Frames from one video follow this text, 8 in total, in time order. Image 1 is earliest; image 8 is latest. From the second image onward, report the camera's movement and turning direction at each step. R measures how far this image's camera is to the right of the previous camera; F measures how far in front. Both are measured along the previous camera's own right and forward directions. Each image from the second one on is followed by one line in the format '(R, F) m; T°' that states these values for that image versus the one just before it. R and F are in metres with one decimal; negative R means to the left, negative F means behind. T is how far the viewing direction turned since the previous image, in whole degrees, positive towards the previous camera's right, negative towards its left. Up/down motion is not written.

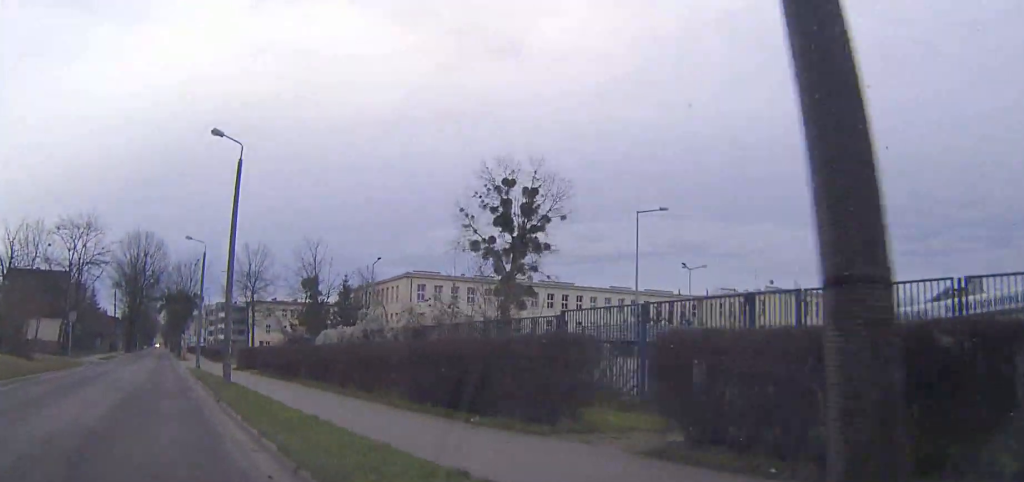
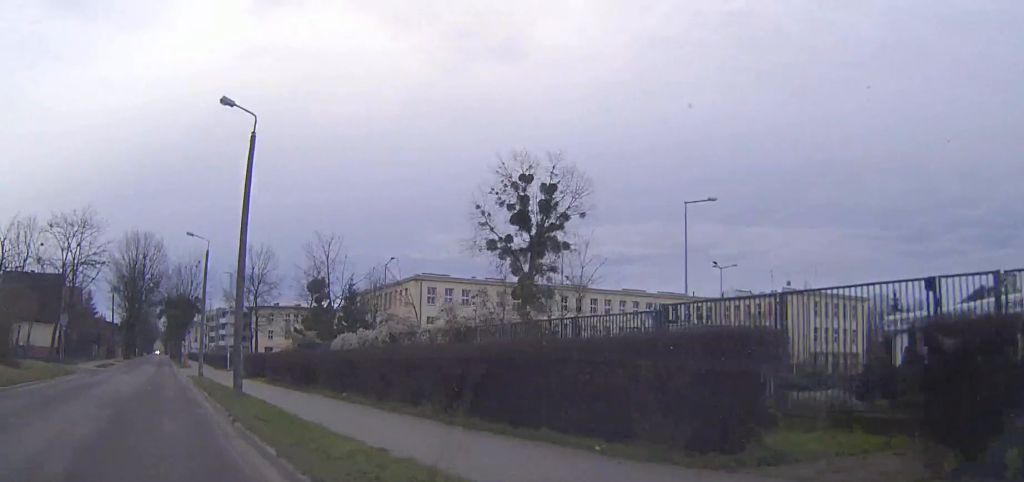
(0.0, +3.7) m; 0°
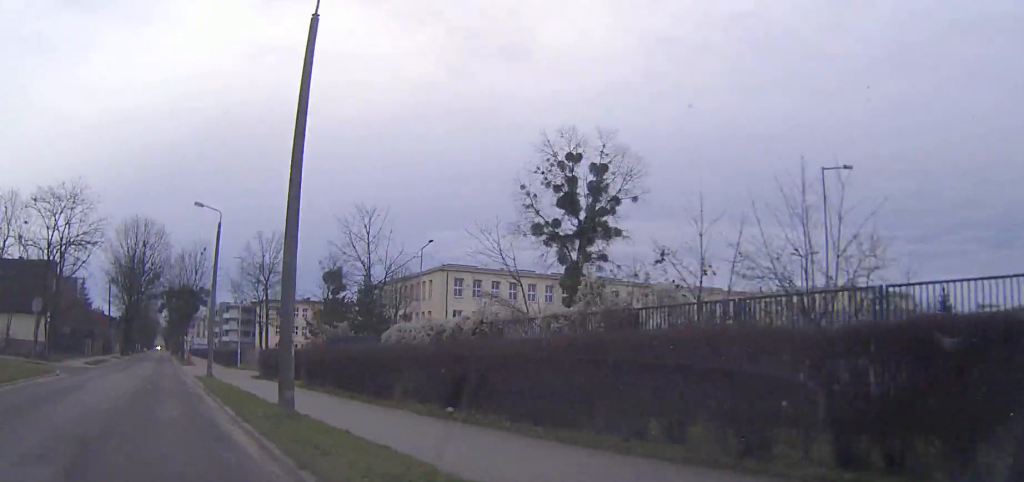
(0.0, +8.0) m; 0°
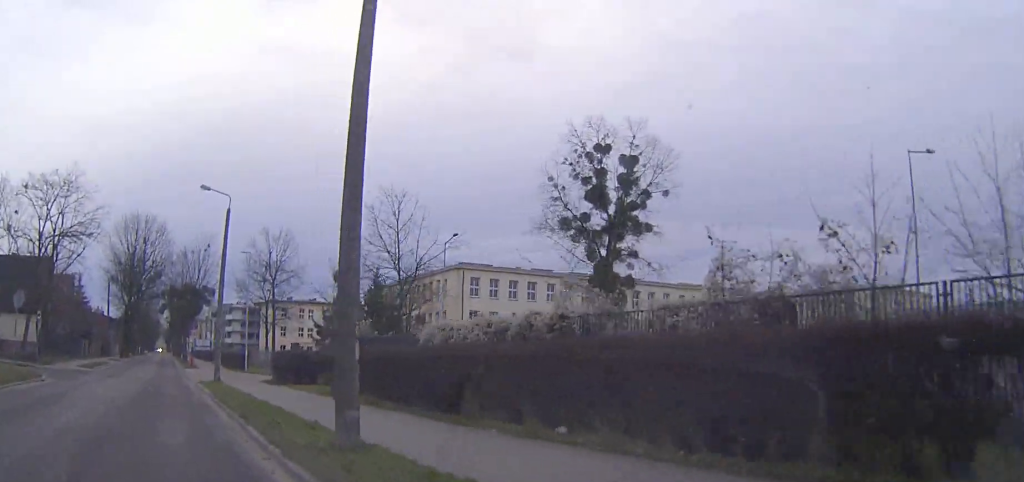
(0.0, +4.0) m; 0°
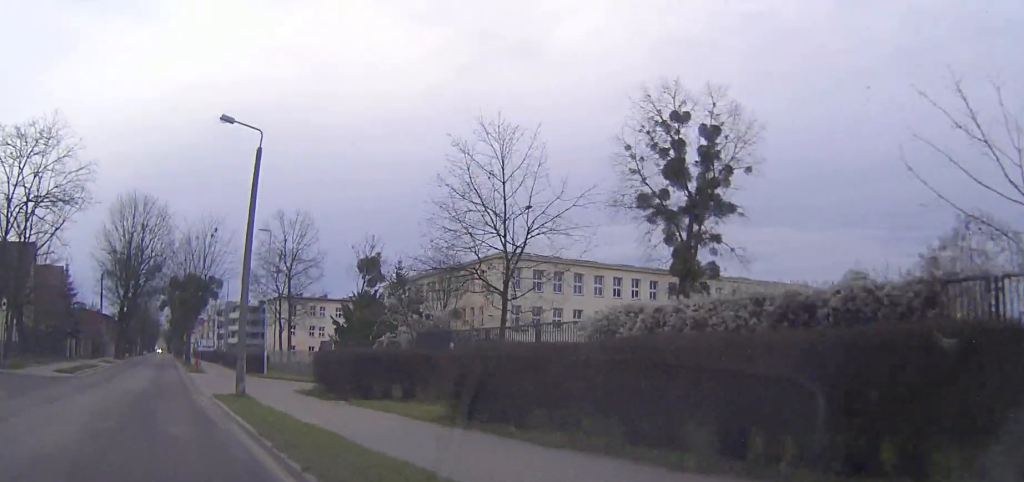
(-0.1, +9.8) m; 0°
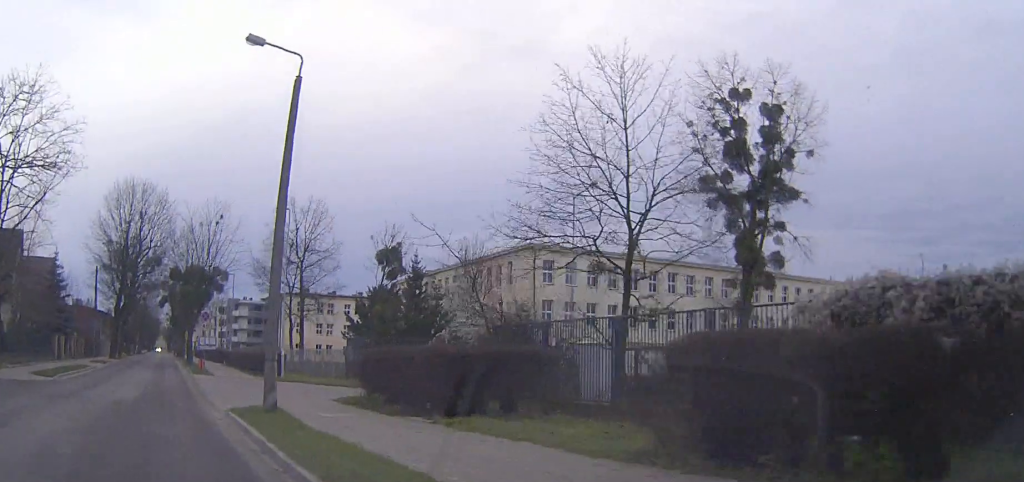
(+0.1, +6.3) m; 0°
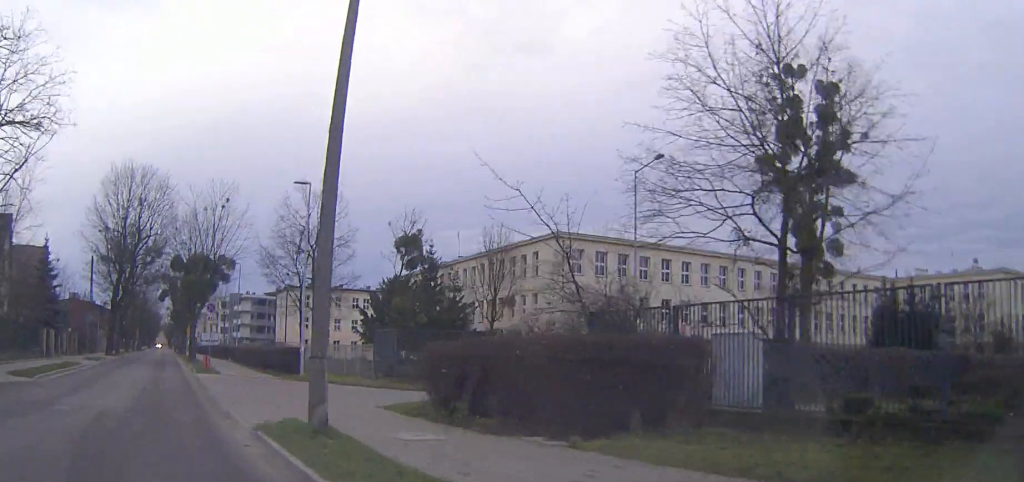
(0.0, +4.9) m; 0°
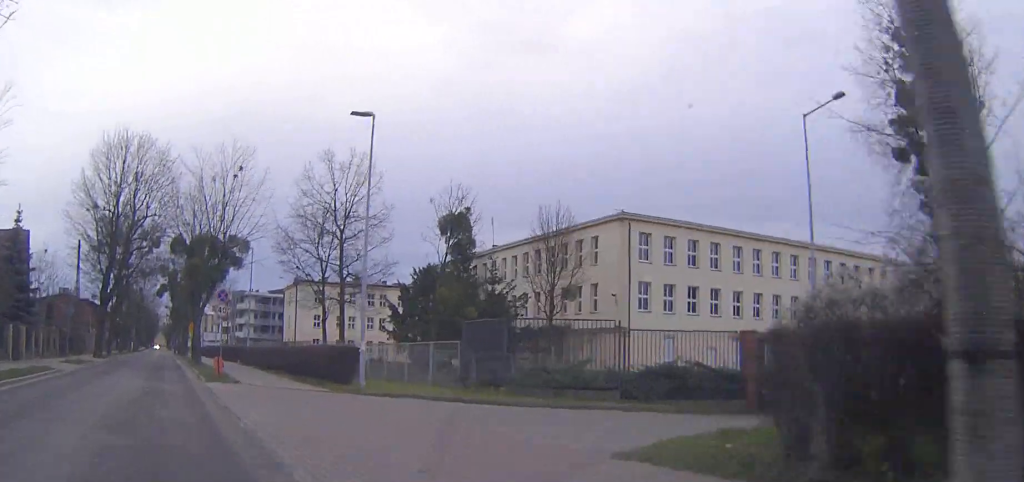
(-0.1, +9.8) m; 0°
